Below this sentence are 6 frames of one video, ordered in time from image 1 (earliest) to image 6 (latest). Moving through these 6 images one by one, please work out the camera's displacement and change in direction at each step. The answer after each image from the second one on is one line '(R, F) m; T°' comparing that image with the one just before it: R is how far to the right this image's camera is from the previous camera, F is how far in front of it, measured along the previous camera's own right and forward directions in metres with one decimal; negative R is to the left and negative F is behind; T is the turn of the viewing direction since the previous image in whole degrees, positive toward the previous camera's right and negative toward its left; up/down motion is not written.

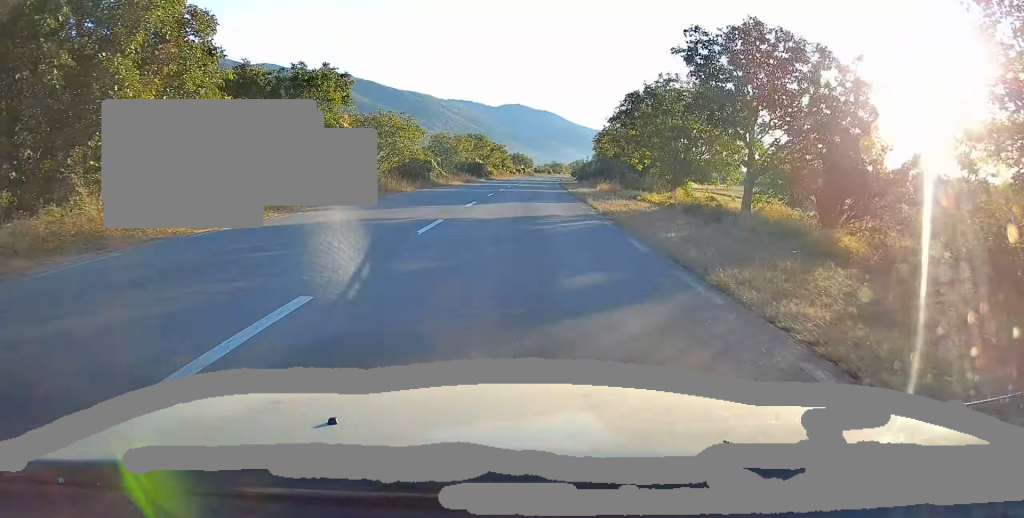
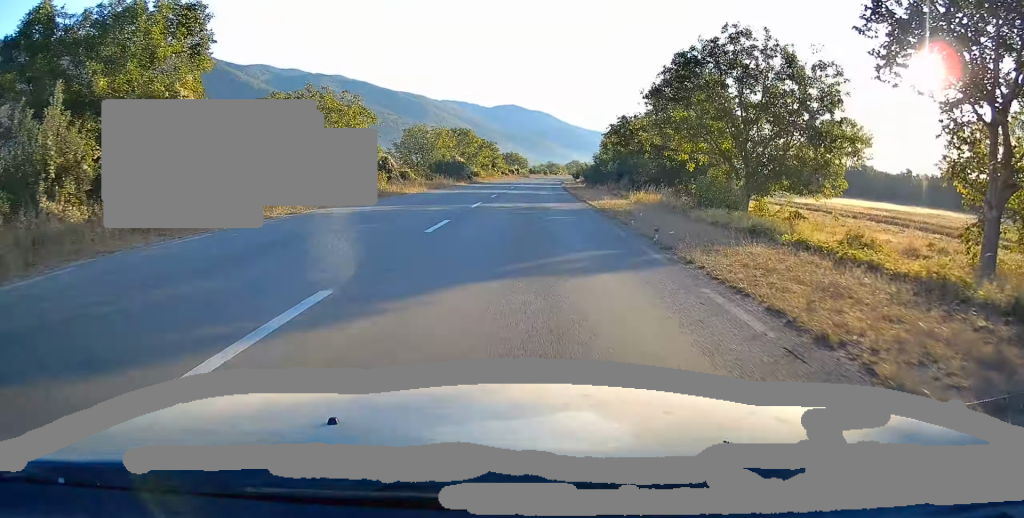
(+0.2, +17.5) m; +1°
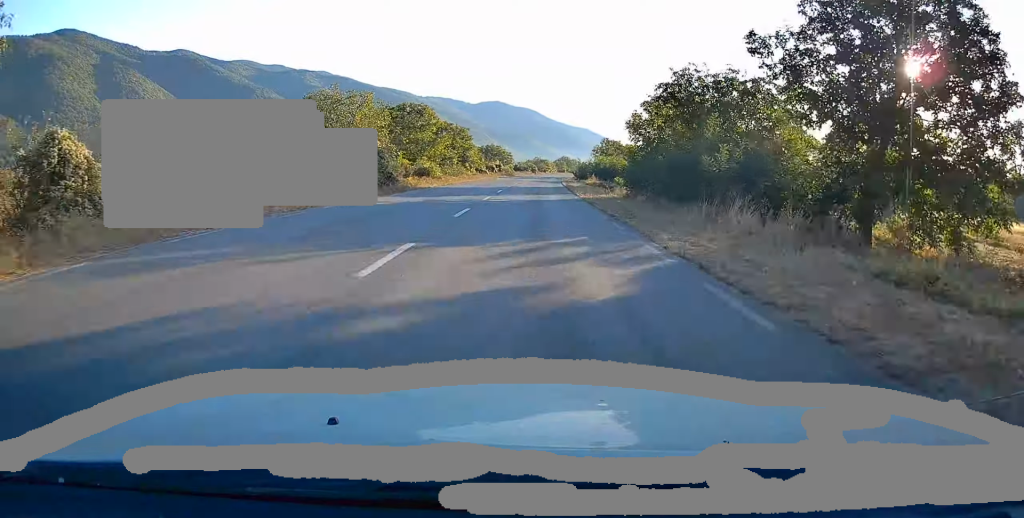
(+0.3, +32.3) m; +1°
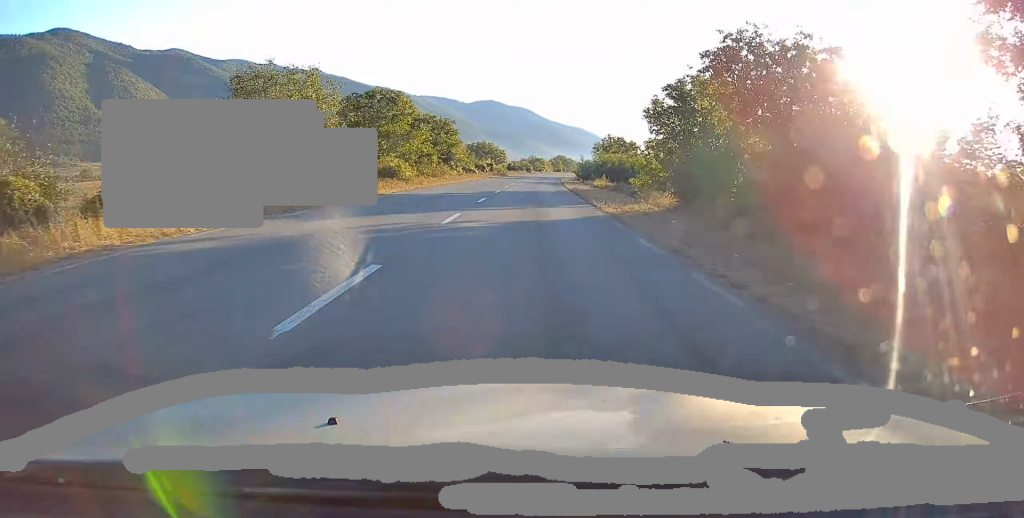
(+0.1, +11.3) m; 0°
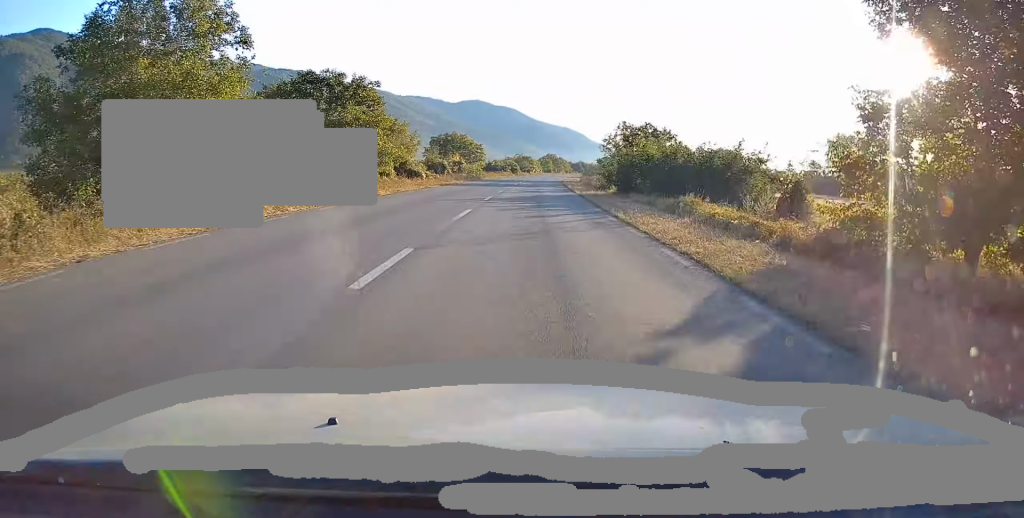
(+0.3, +34.0) m; +1°
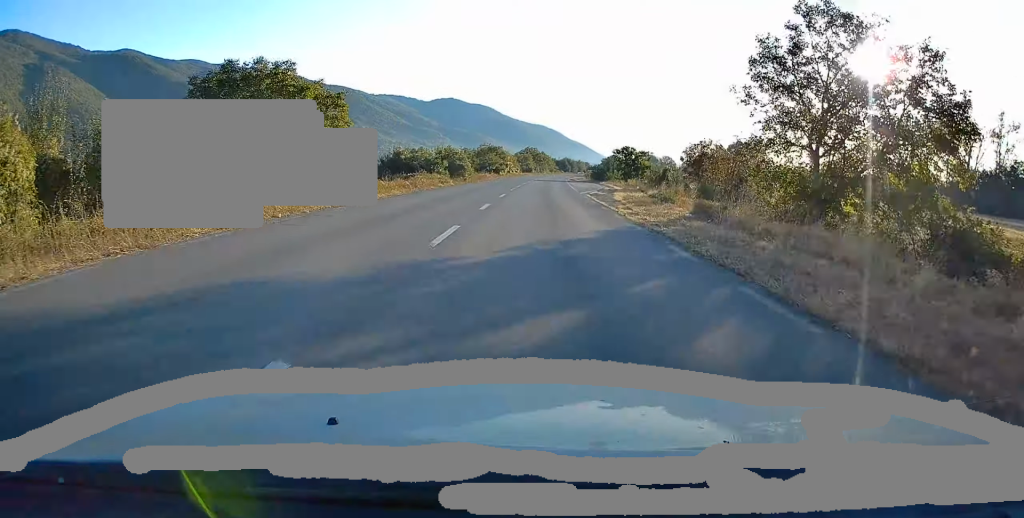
(+1.6, +68.3) m; +3°
